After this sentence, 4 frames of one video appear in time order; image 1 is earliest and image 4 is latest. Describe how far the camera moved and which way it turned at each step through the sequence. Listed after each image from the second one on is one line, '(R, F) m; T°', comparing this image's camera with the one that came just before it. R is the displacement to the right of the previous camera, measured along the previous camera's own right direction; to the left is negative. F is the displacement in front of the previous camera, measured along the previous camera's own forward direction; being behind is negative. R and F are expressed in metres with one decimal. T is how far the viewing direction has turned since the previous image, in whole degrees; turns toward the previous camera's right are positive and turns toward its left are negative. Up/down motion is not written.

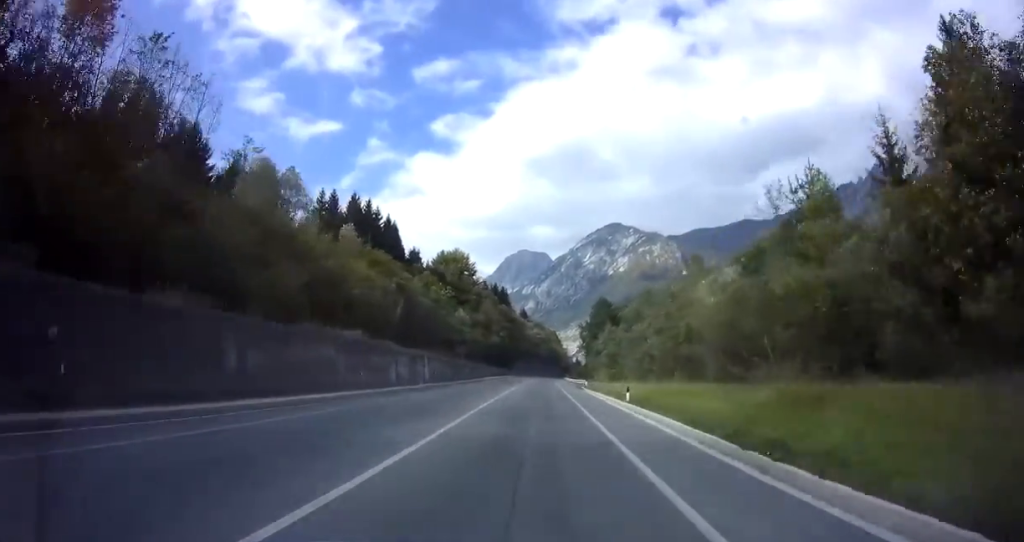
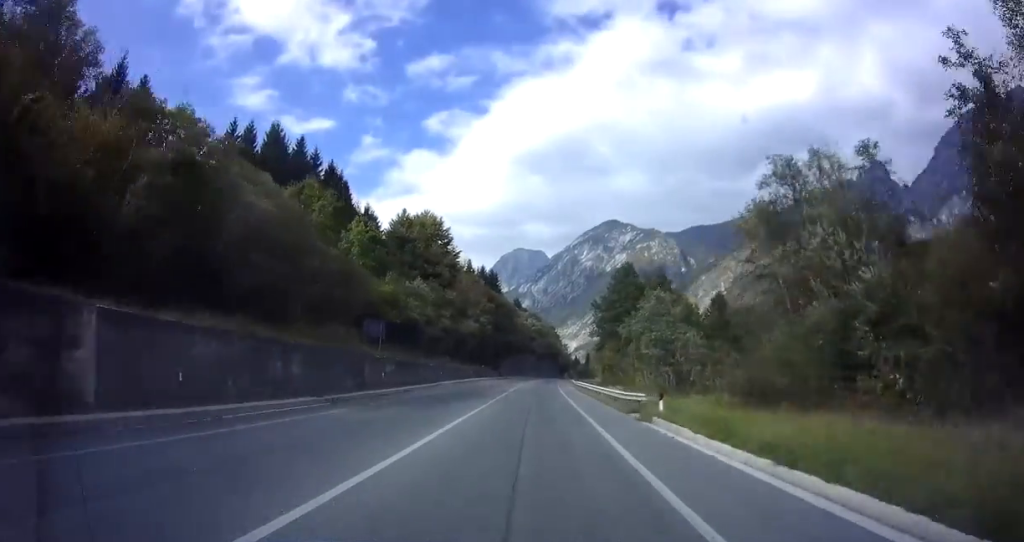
(+0.6, +32.6) m; +1°
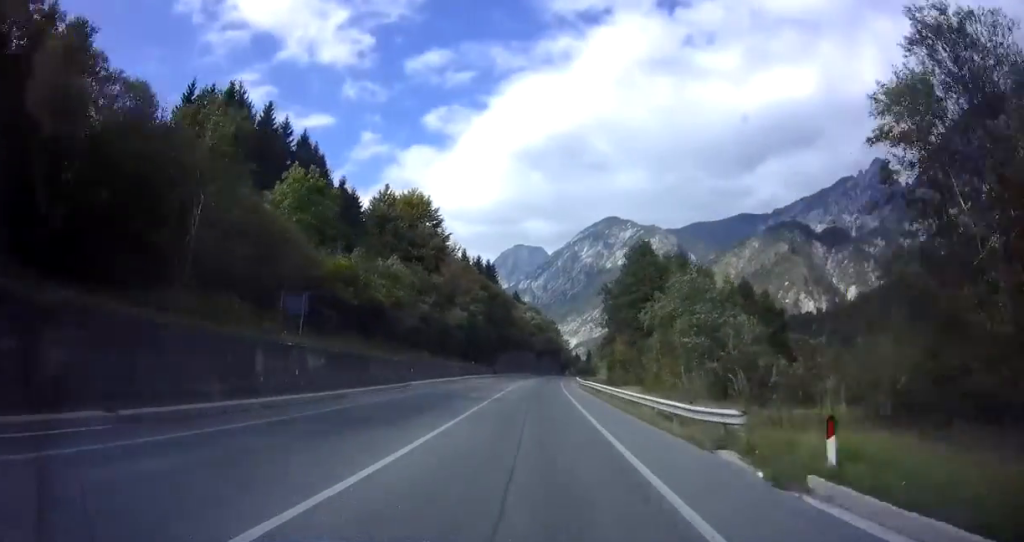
(0.0, +11.0) m; 0°
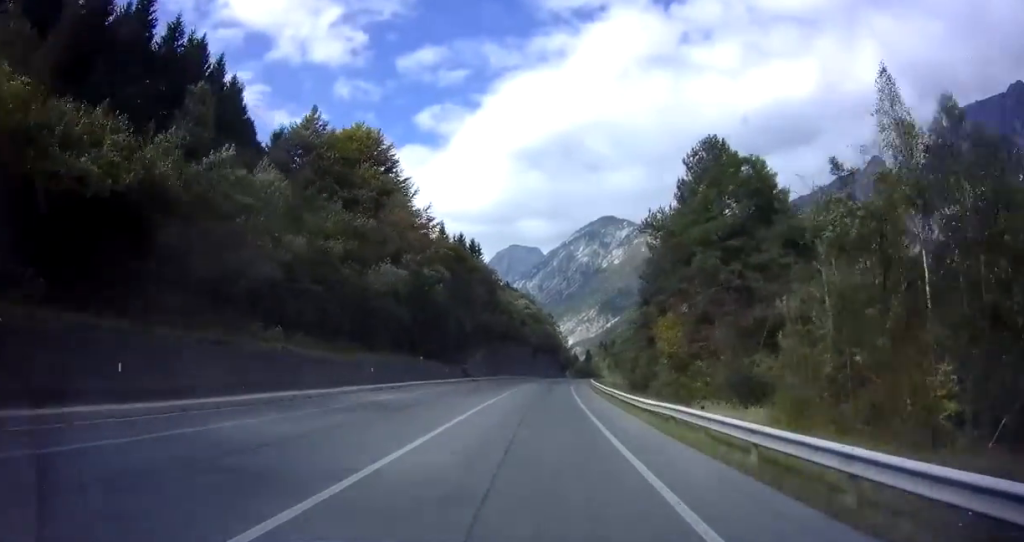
(0.0, +27.0) m; +1°
